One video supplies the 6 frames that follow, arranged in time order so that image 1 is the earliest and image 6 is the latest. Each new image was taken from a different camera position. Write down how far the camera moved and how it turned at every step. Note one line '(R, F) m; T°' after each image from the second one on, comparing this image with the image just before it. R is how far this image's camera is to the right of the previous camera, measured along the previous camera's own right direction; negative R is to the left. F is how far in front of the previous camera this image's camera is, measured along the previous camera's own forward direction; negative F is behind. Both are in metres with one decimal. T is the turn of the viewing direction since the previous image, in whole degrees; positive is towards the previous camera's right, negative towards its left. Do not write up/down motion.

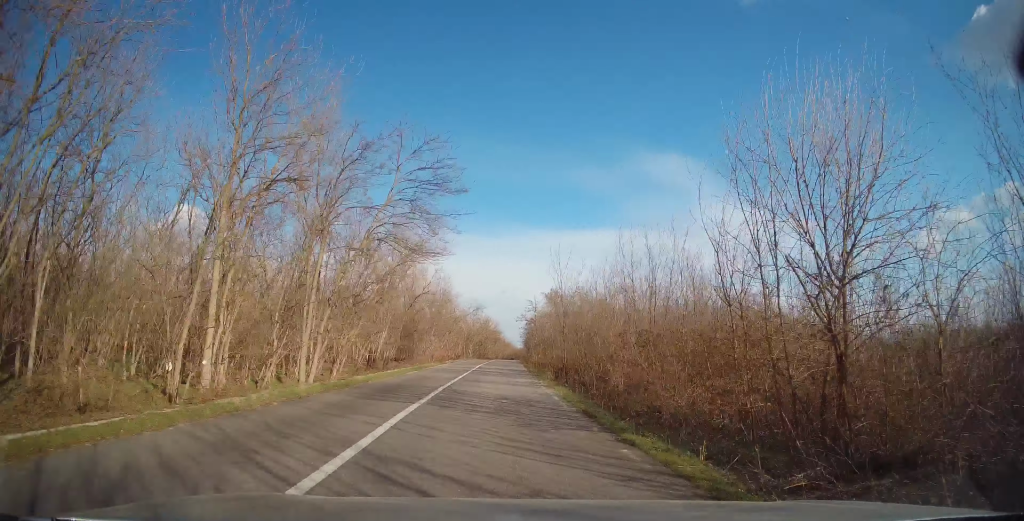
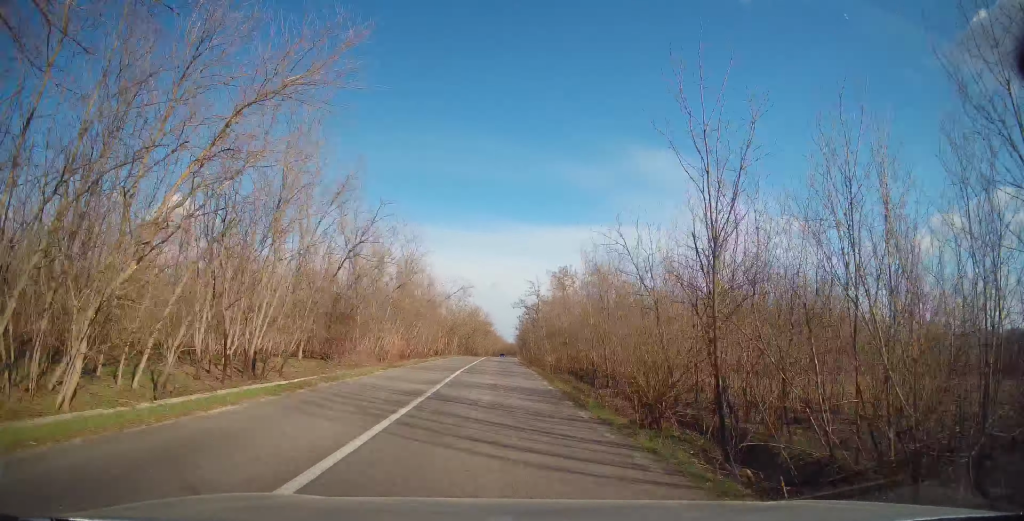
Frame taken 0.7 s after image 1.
(+0.2, +17.6) m; +1°
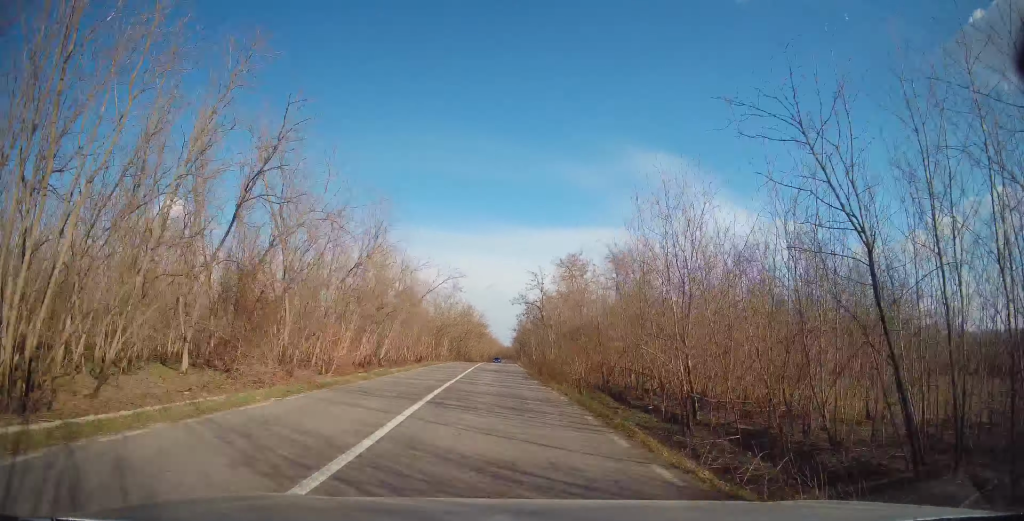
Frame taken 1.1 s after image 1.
(+0.1, +10.9) m; 0°
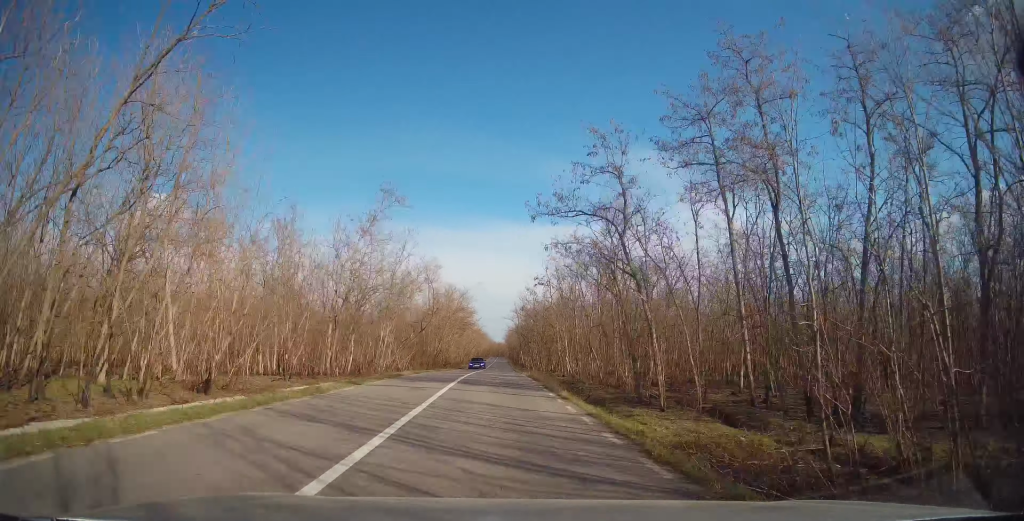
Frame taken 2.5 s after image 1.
(+0.1, +35.6) m; +1°
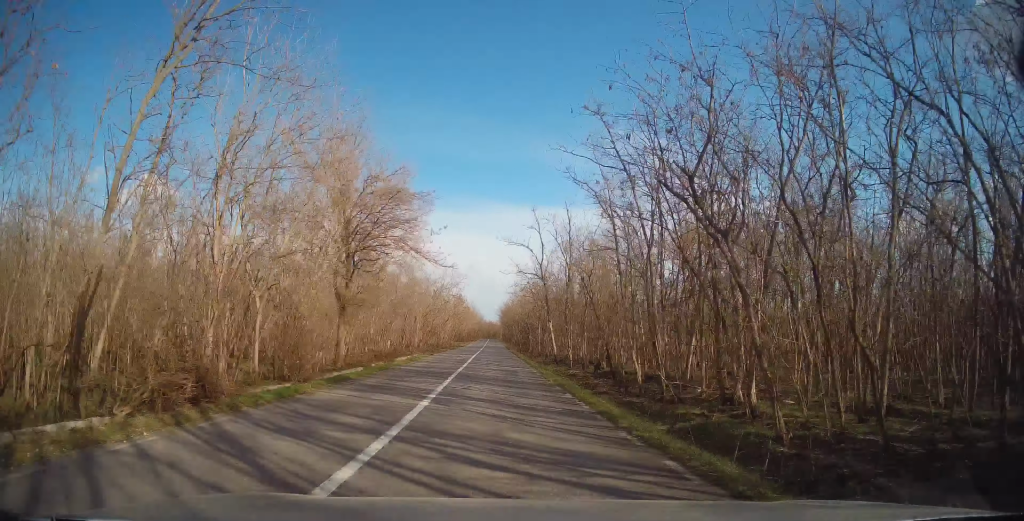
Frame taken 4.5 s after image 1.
(+1.2, +54.2) m; +2°
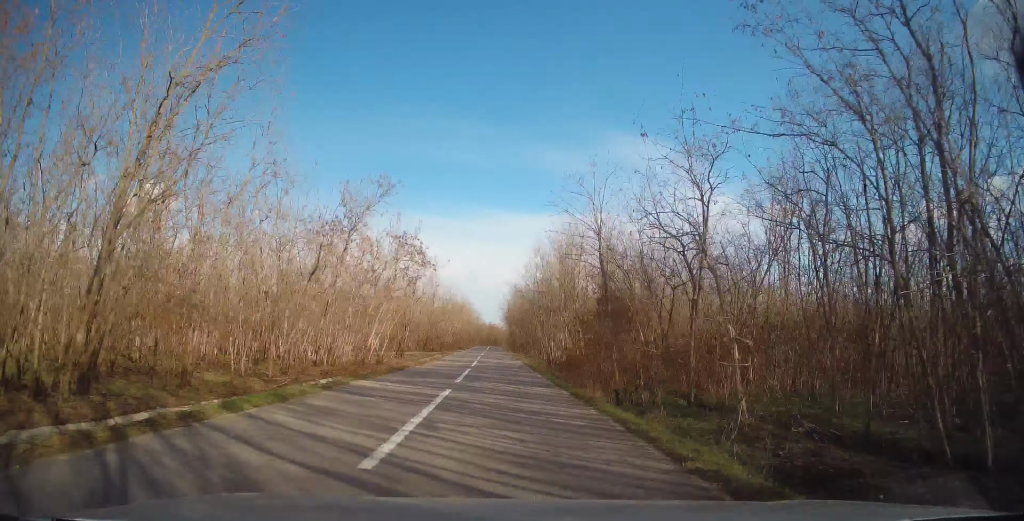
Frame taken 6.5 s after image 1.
(0.0, +52.7) m; 0°
